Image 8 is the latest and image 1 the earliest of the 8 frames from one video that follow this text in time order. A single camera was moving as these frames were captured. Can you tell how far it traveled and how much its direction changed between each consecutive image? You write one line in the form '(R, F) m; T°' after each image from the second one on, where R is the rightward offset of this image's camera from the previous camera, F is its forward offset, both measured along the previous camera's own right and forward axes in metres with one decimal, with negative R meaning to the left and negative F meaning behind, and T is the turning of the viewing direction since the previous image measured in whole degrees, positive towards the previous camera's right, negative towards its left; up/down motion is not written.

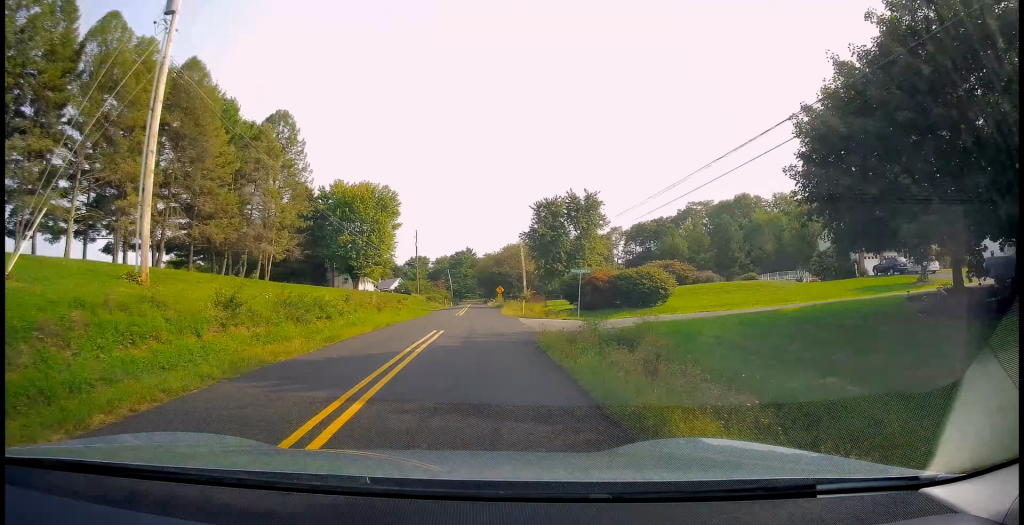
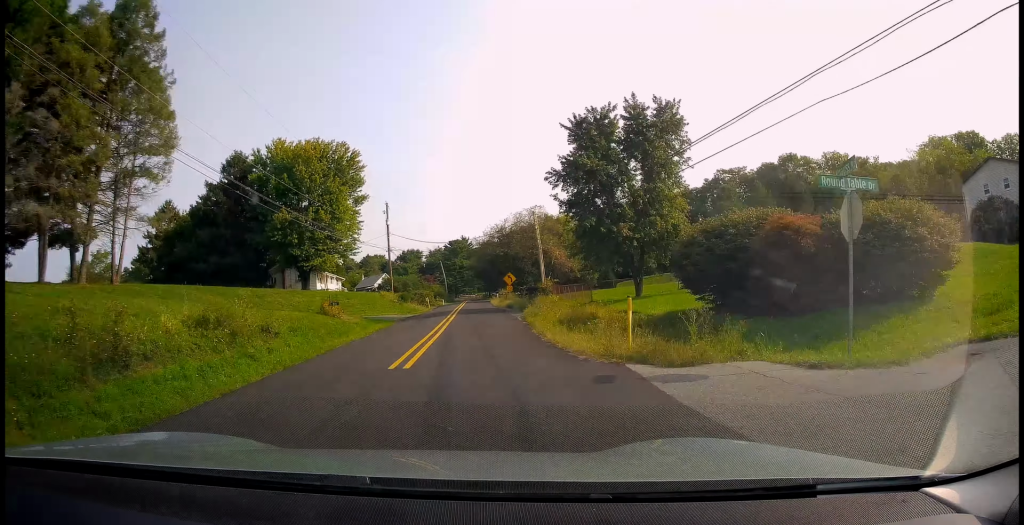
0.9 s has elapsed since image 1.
(+0.1, +26.3) m; 0°
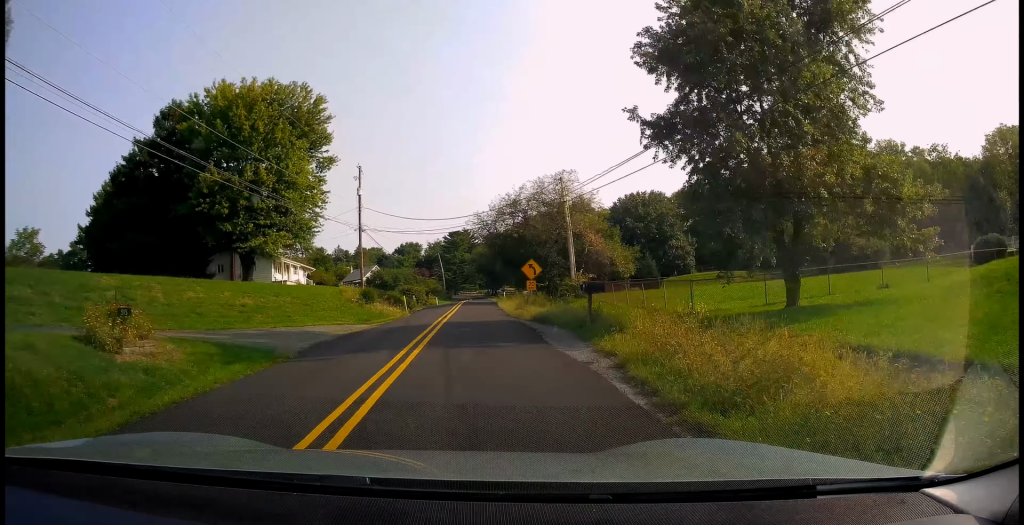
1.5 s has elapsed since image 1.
(-0.1, +17.2) m; -1°
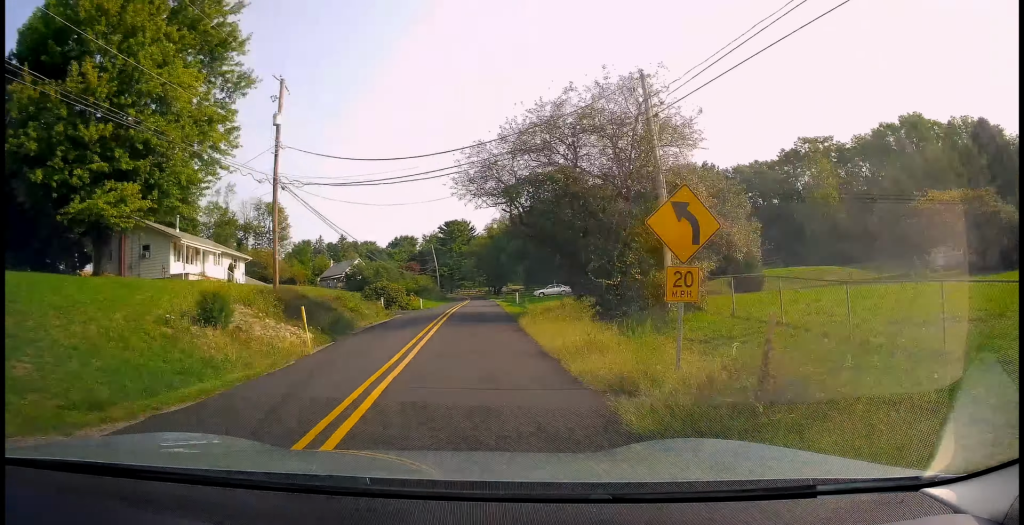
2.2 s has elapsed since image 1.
(-0.3, +21.5) m; 0°
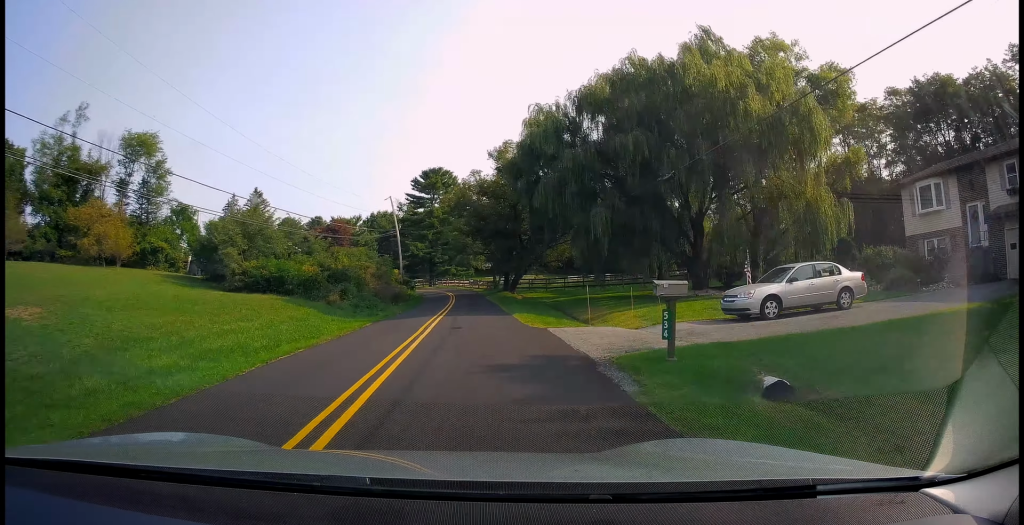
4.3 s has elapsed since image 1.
(+1.2, +56.9) m; +1°
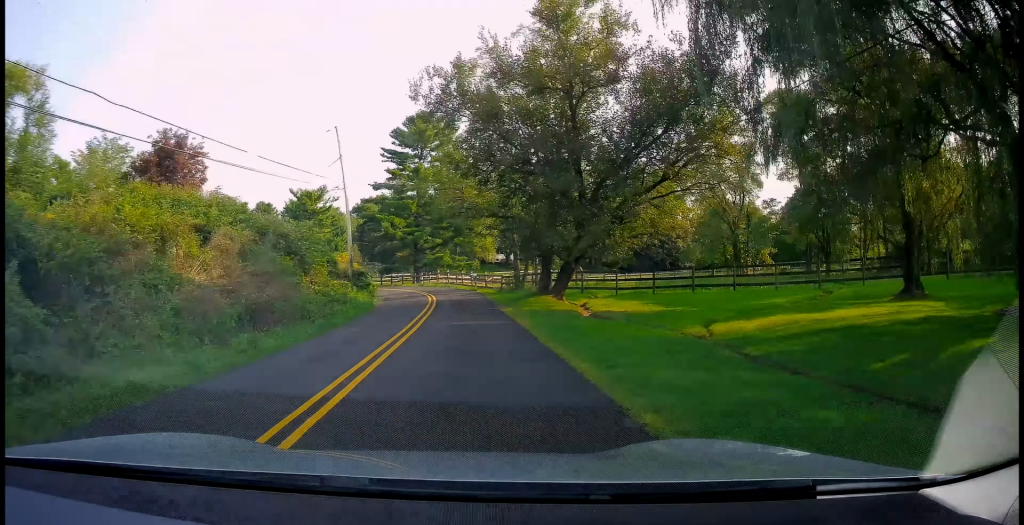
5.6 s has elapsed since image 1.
(-0.8, +29.5) m; -2°
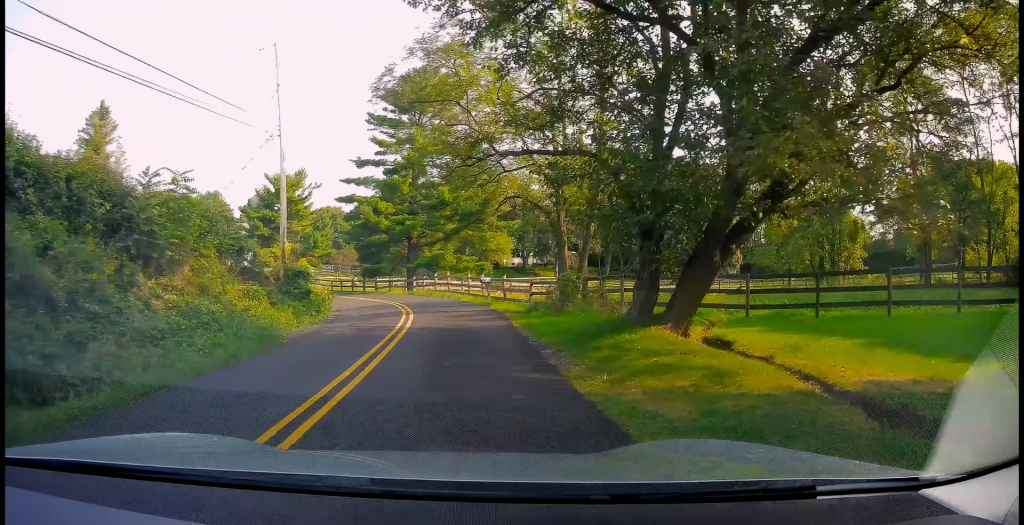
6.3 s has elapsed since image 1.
(+0.1, +16.1) m; -2°
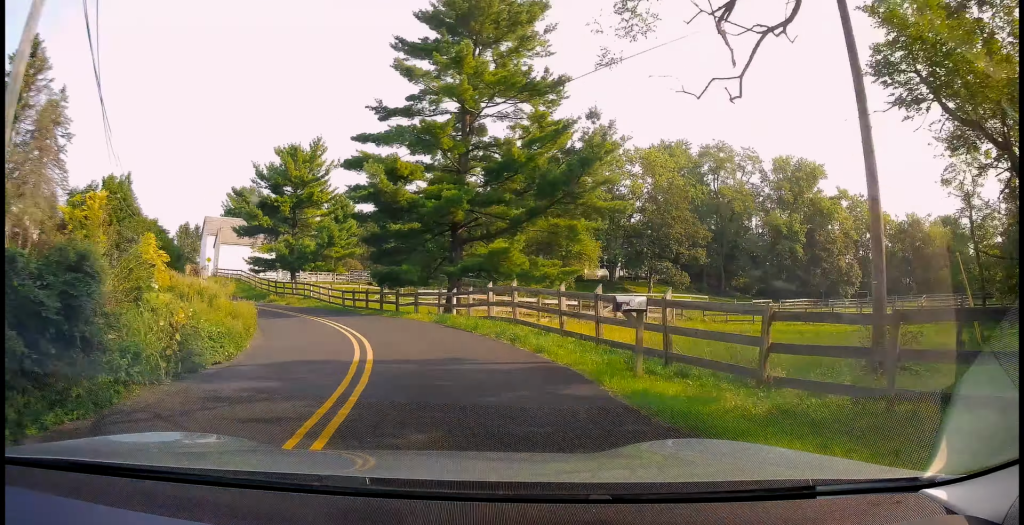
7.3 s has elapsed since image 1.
(-0.7, +18.3) m; -9°
